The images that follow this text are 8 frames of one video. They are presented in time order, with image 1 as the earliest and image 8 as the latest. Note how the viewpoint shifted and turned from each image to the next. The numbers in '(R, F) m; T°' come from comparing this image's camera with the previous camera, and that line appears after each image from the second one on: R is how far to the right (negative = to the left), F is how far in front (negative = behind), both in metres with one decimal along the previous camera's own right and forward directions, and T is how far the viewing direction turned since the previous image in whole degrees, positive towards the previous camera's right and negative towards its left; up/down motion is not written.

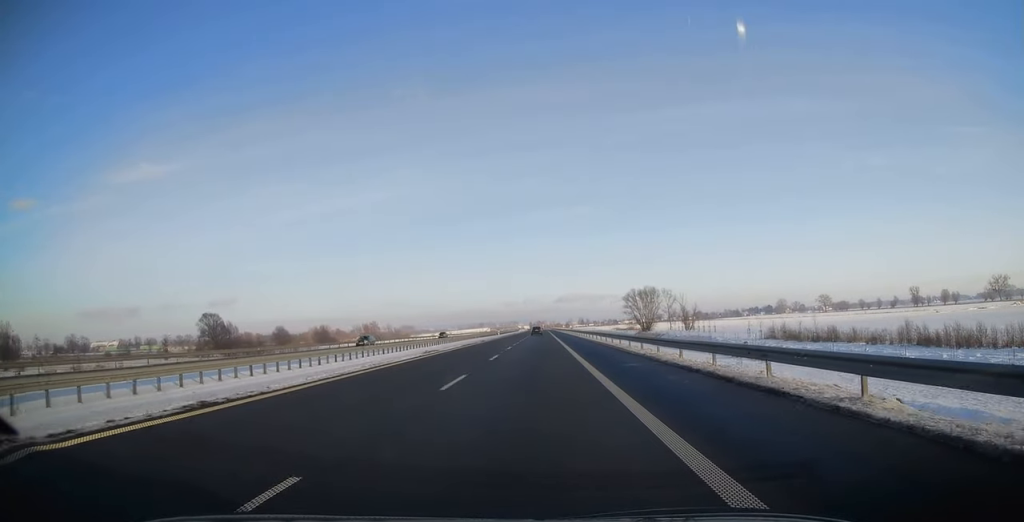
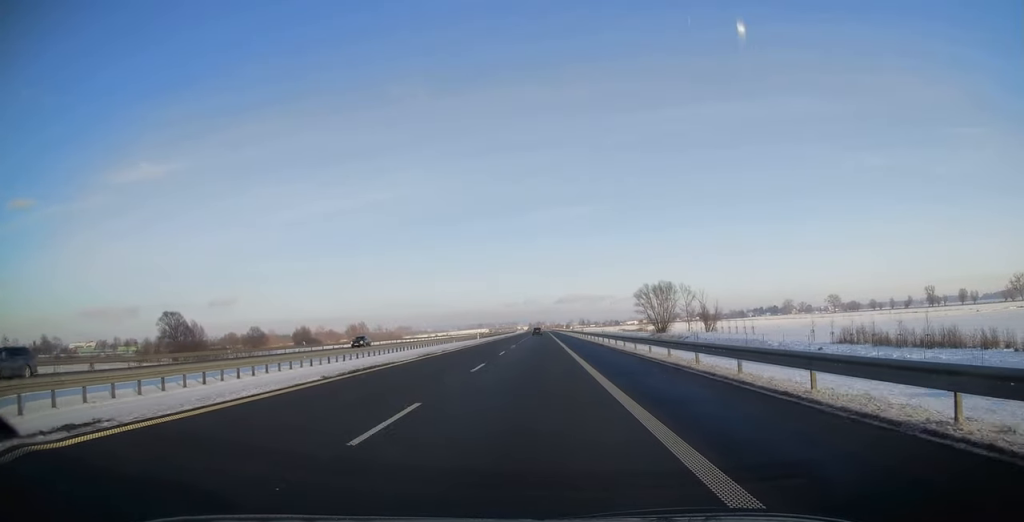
(+0.4, +30.3) m; 0°
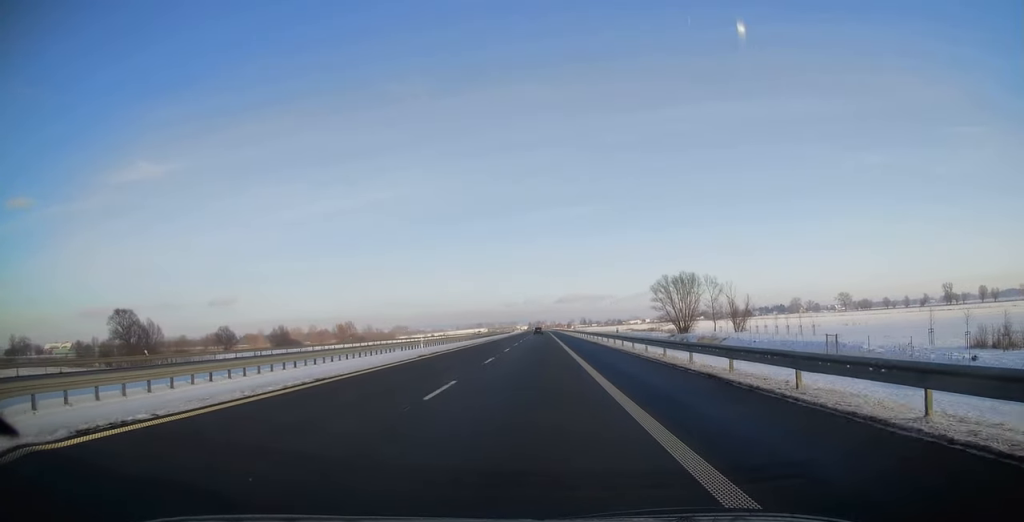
(-0.4, +31.4) m; -1°
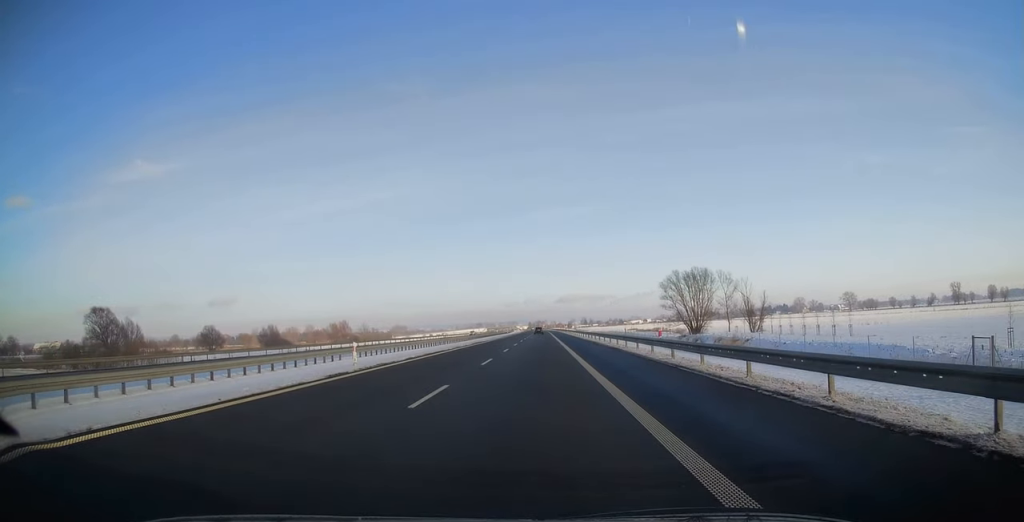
(0.0, +13.3) m; 0°
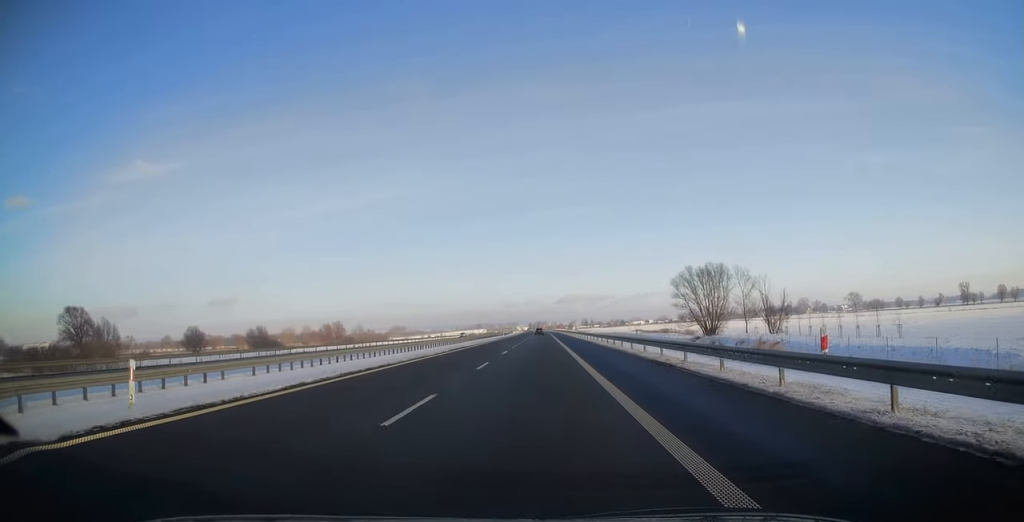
(-0.1, +13.8) m; 0°
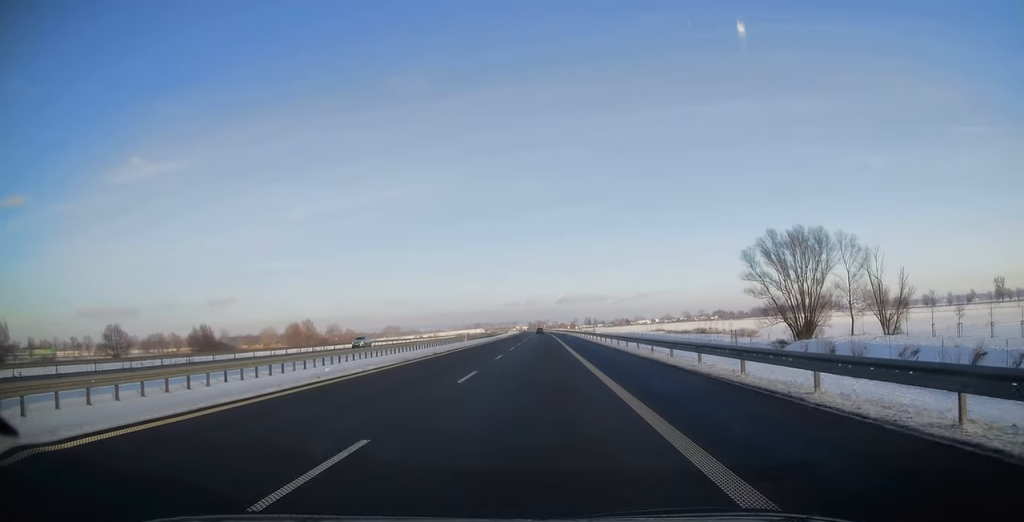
(+0.2, +53.2) m; 0°
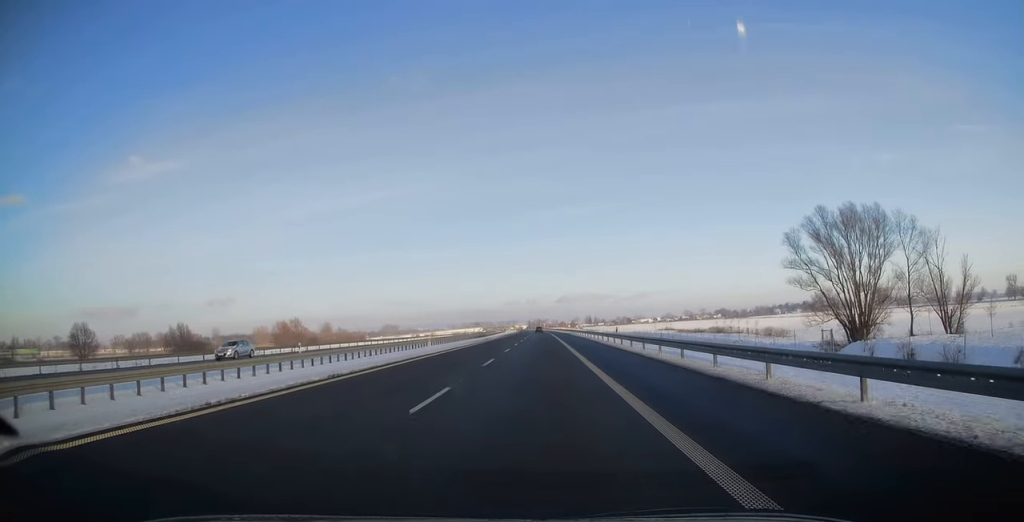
(-0.1, +17.5) m; 0°
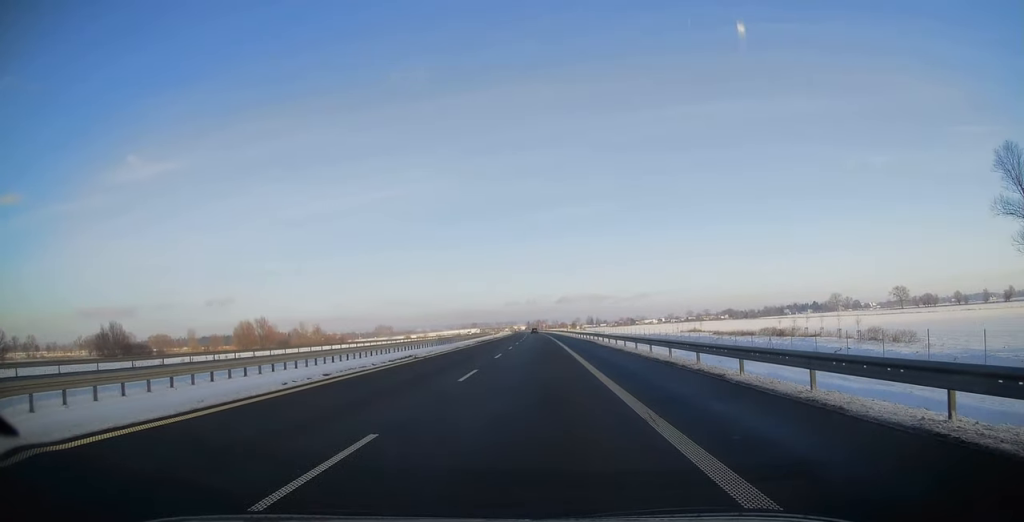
(+0.3, +42.0) m; +1°
